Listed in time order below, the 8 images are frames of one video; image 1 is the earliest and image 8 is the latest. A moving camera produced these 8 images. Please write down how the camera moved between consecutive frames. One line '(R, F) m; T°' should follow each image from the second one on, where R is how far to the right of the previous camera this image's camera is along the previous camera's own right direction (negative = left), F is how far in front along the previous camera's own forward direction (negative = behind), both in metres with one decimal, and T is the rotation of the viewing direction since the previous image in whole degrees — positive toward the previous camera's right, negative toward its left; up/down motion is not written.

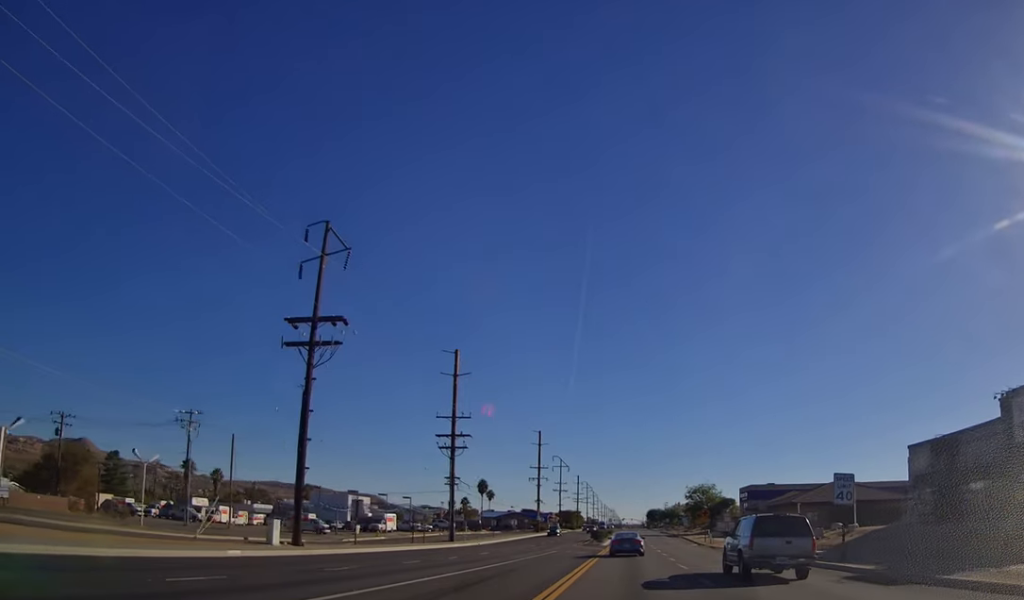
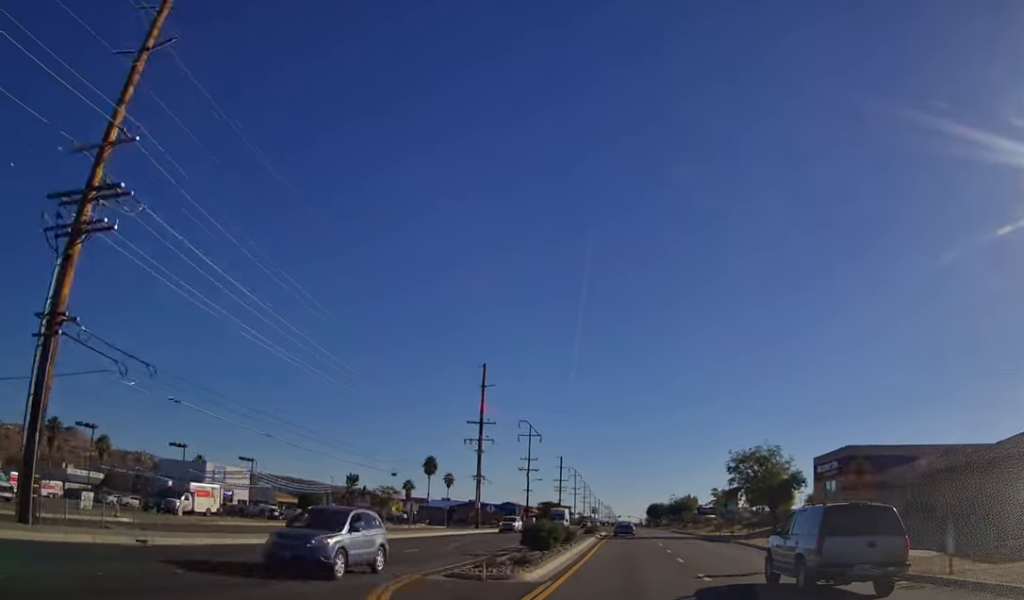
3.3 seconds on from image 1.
(-0.3, +50.4) m; 0°
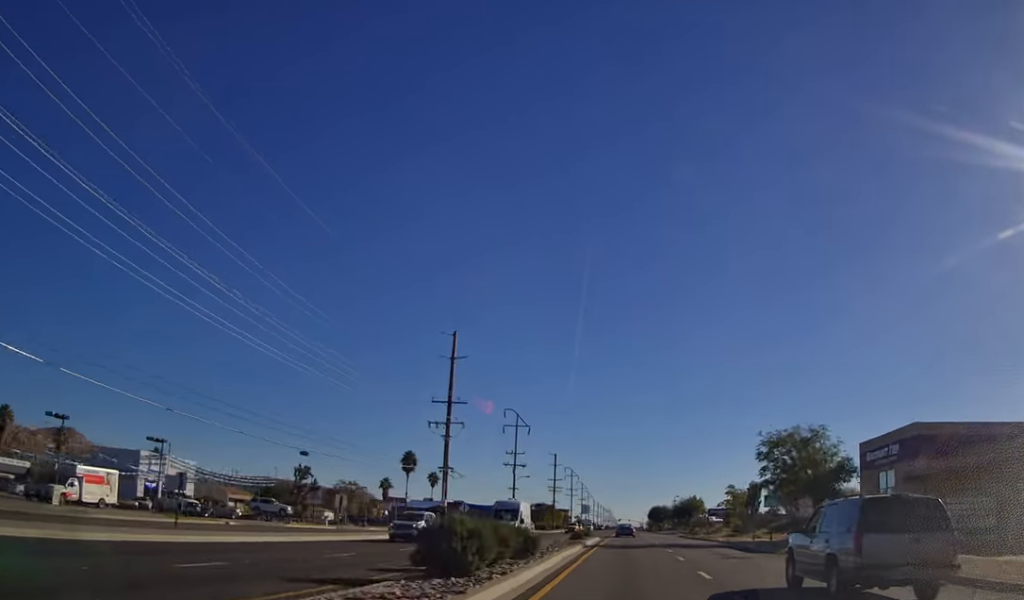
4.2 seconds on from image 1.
(-0.2, +14.6) m; 0°
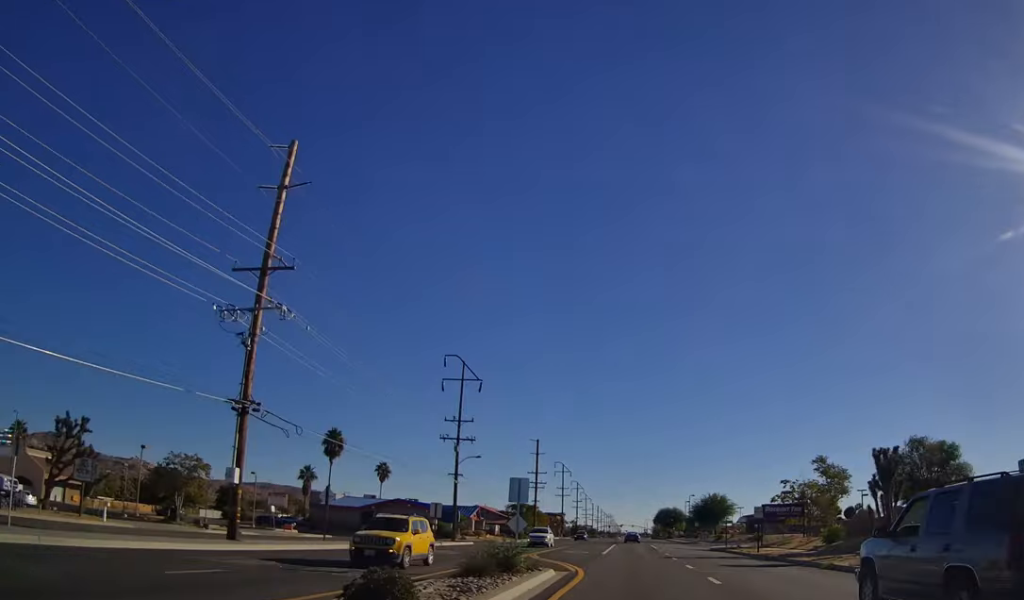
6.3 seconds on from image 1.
(+0.8, +37.6) m; 0°
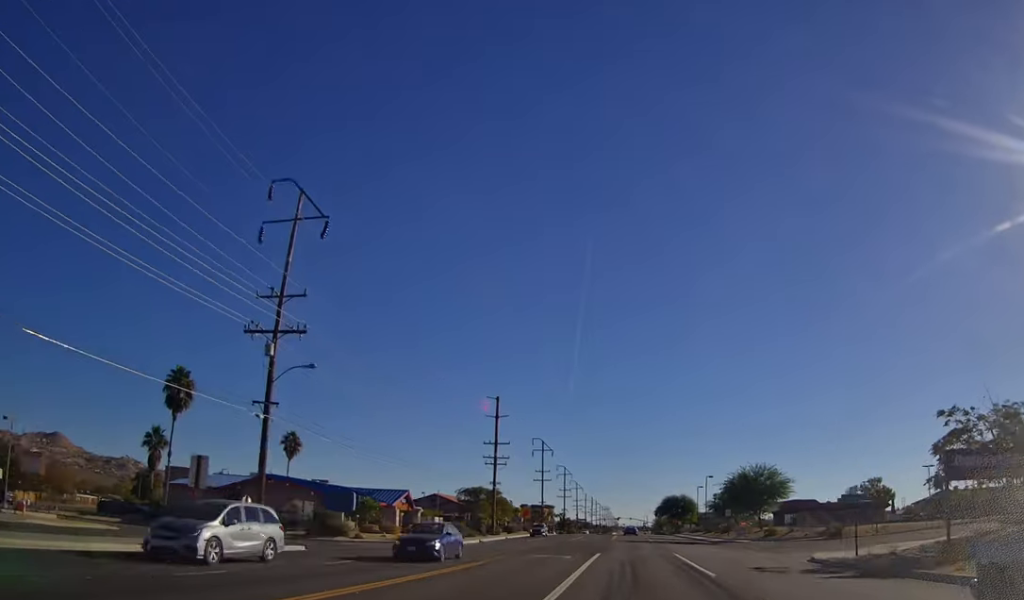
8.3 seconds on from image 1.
(-0.8, +37.5) m; -1°
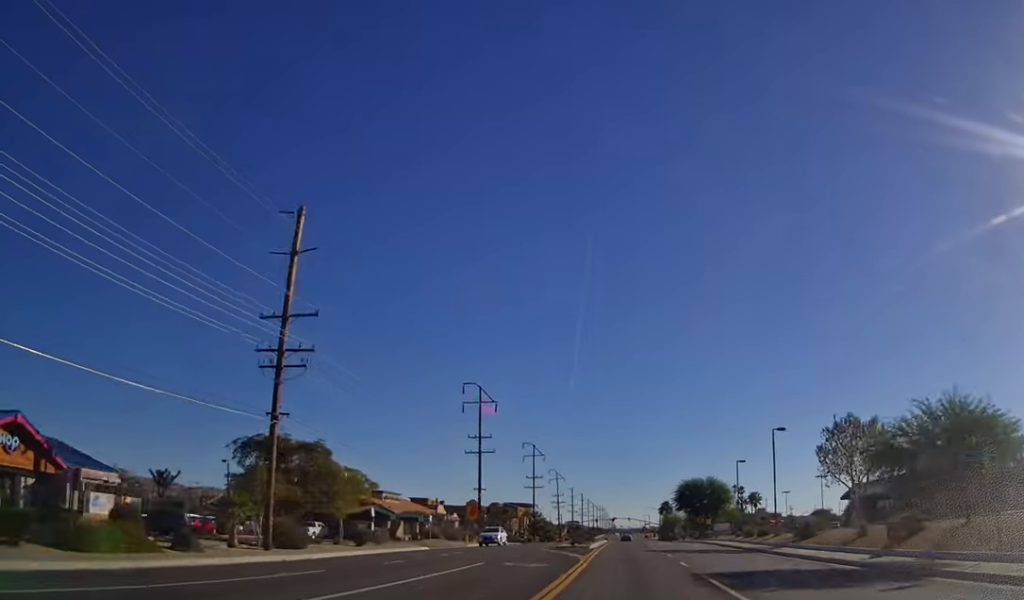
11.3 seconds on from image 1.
(+1.0, +57.7) m; +1°
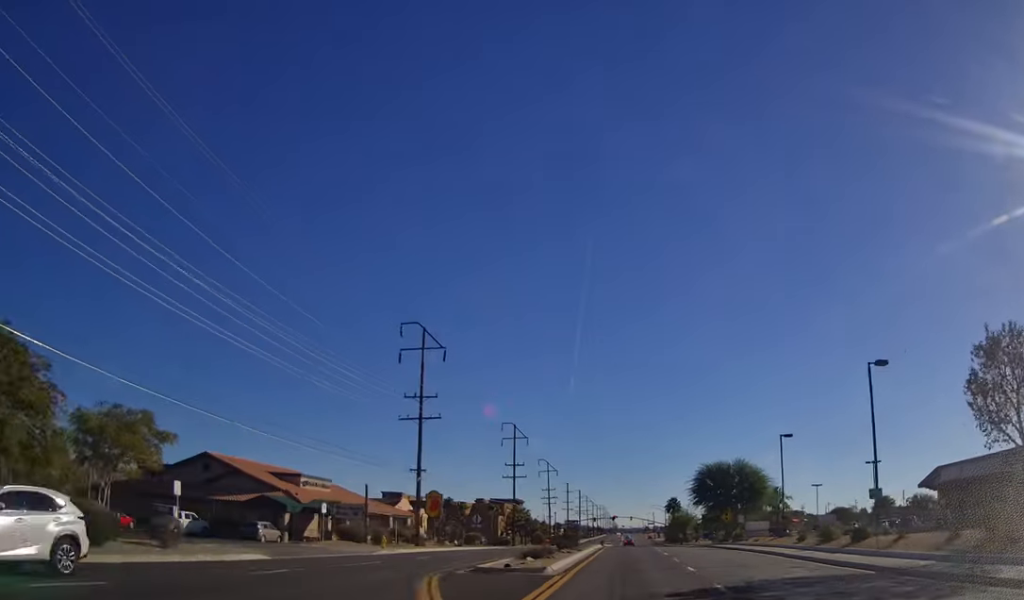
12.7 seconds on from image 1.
(+0.1, +25.1) m; 0°
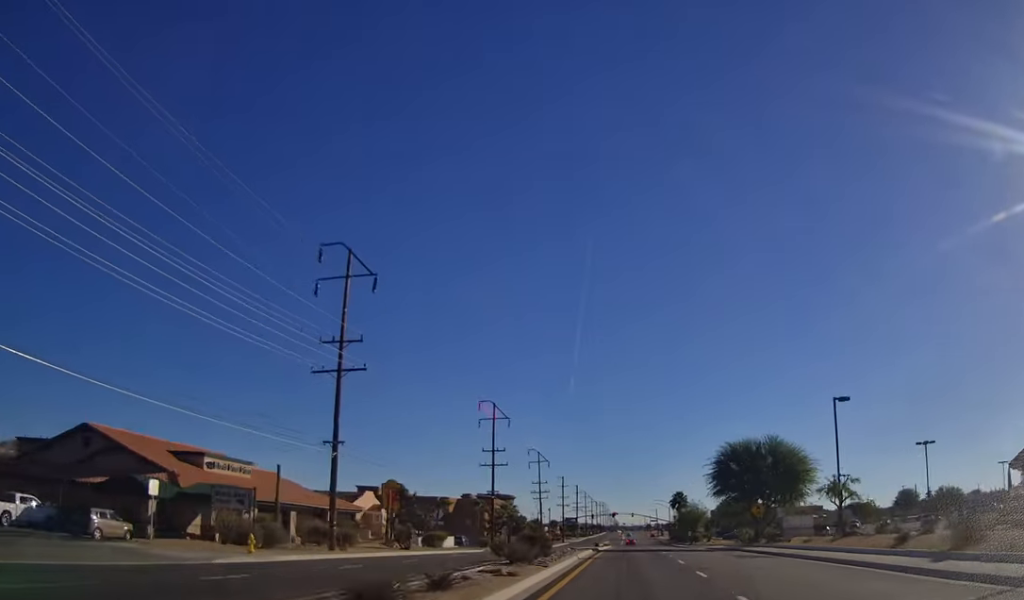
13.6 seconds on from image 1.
(-0.1, +17.5) m; 0°
